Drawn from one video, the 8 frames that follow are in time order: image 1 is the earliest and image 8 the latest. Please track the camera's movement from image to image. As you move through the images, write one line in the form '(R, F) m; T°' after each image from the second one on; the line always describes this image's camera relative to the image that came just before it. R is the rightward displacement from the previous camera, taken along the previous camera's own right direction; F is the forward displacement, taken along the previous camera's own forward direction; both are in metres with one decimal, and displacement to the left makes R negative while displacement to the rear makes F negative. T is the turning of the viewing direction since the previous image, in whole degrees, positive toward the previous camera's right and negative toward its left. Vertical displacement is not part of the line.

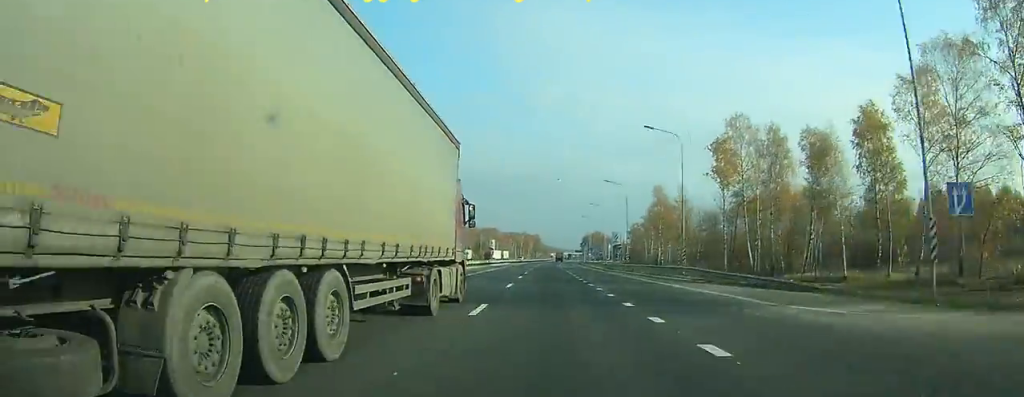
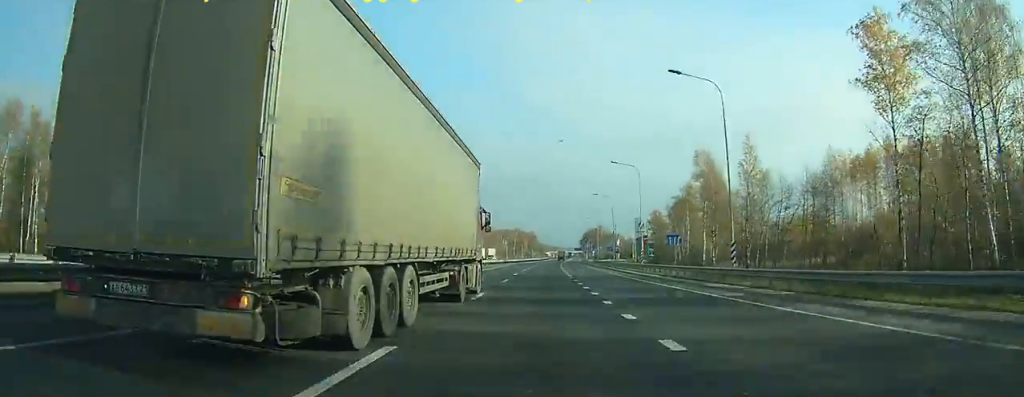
(0.0, +45.2) m; 0°
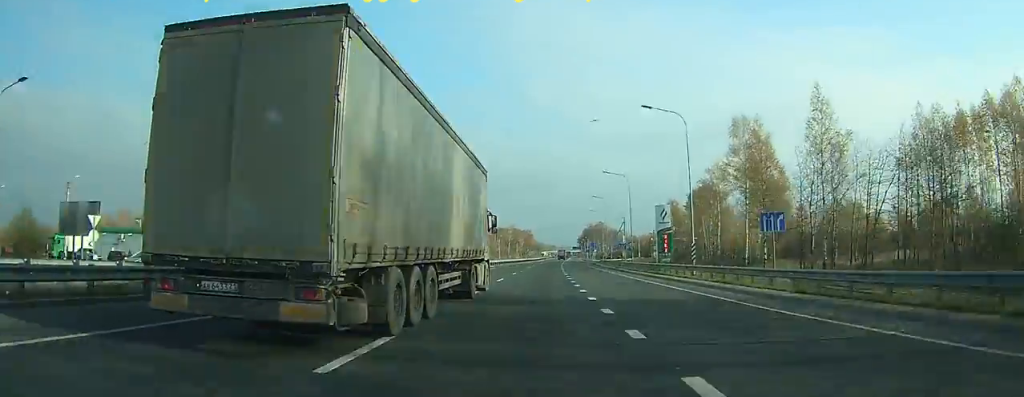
(0.0, +22.5) m; 0°
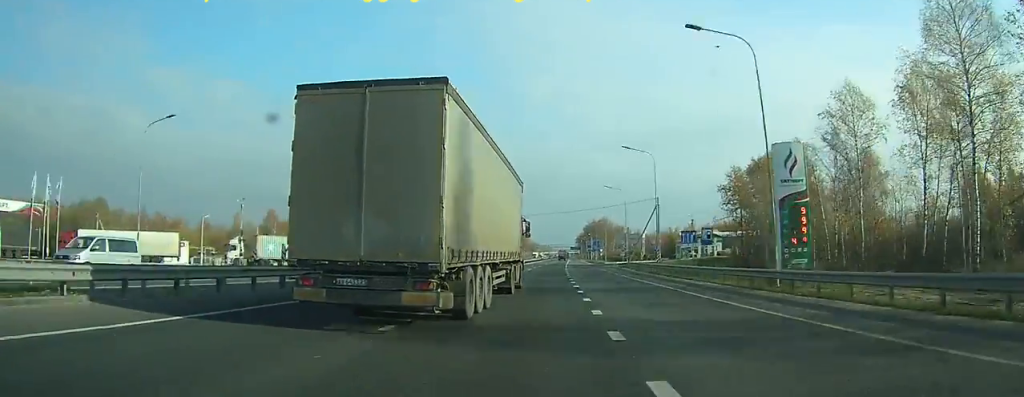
(+0.2, +41.3) m; +1°
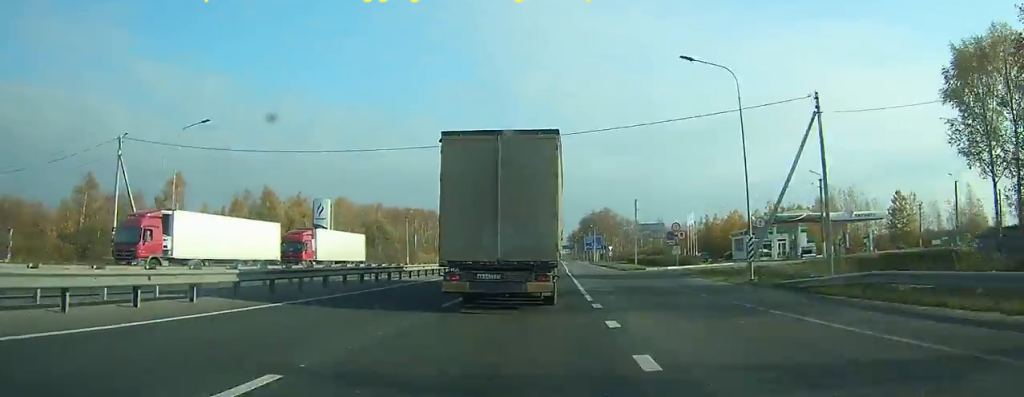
(+0.4, +53.1) m; +1°
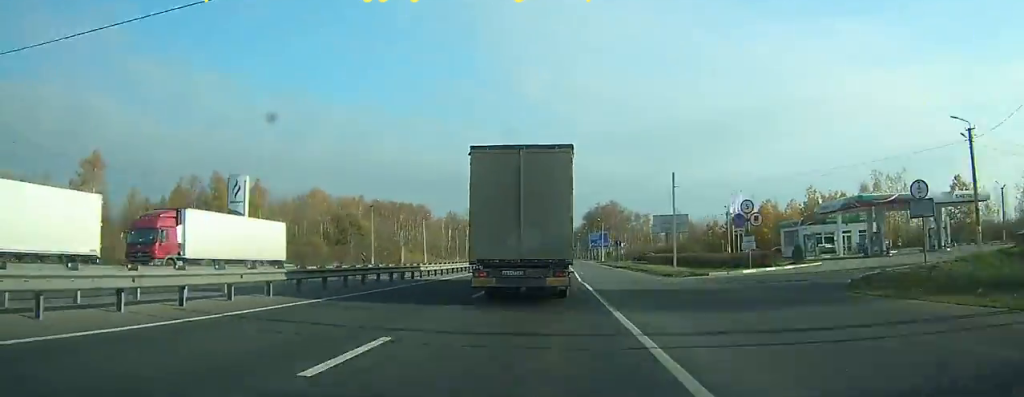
(+0.1, +21.8) m; 0°
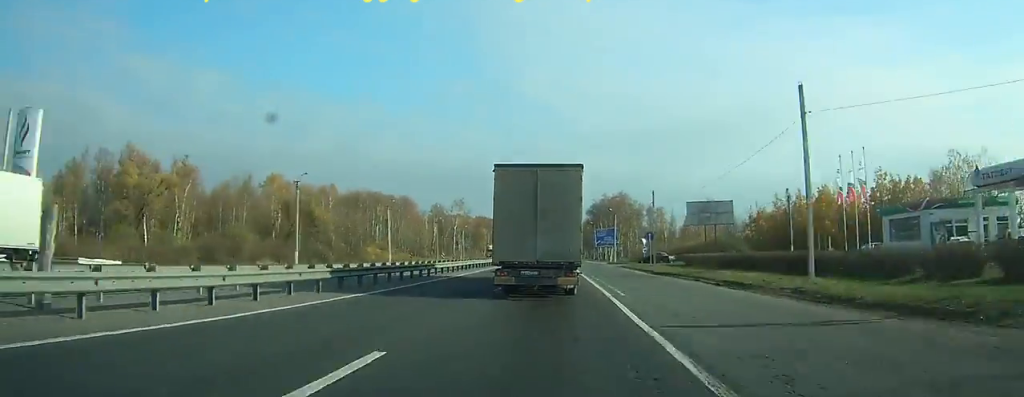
(0.0, +26.5) m; 0°
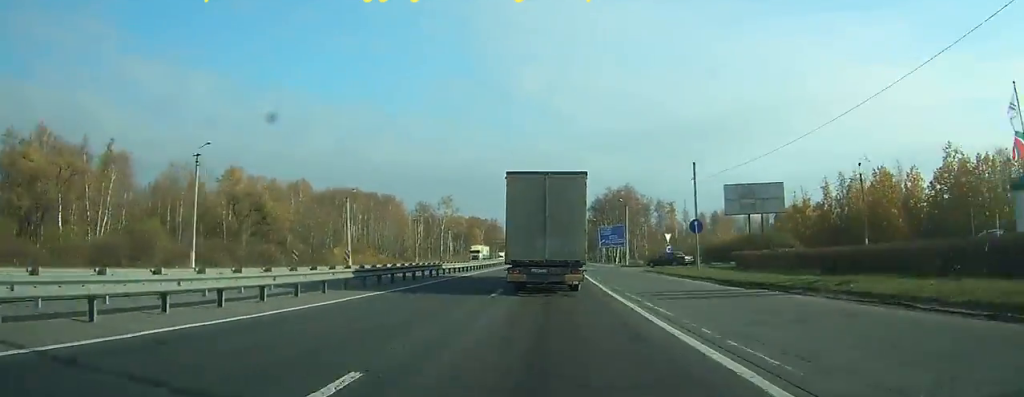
(+0.1, +18.1) m; 0°
